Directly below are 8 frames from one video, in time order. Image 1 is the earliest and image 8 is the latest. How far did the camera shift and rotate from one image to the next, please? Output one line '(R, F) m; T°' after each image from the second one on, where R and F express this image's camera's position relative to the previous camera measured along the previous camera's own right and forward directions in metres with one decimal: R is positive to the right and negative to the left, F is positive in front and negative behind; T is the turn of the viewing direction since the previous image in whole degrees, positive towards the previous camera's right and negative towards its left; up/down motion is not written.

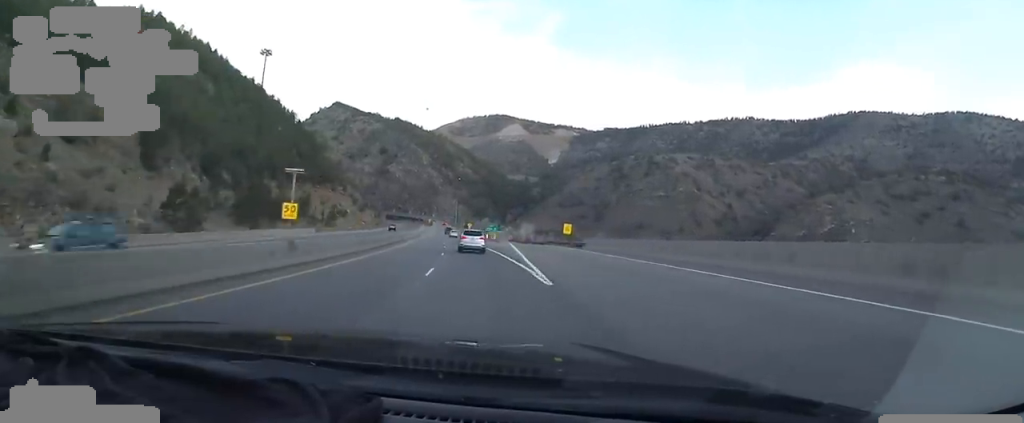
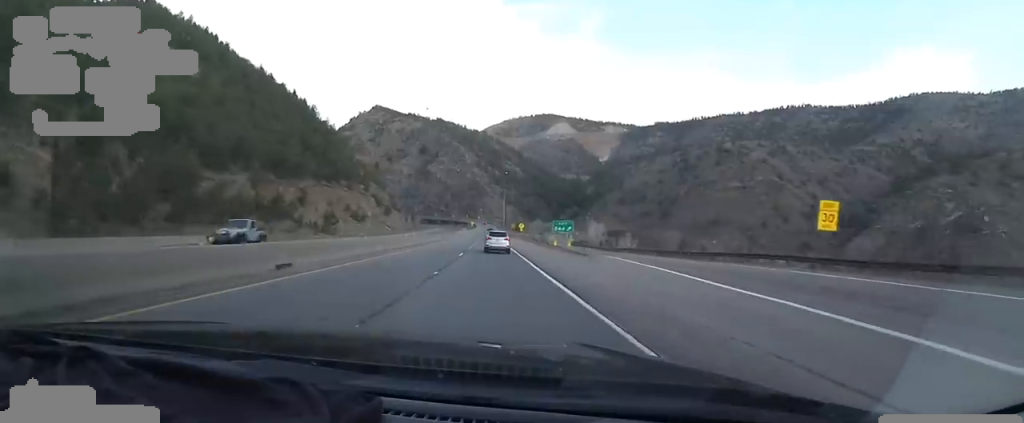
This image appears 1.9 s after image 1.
(-3.7, +49.3) m; -7°
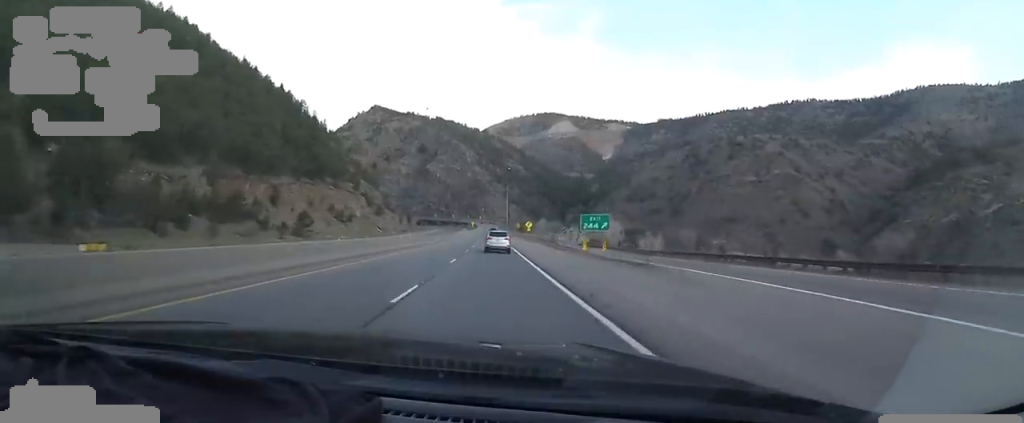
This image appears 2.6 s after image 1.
(-0.2, +19.2) m; -1°
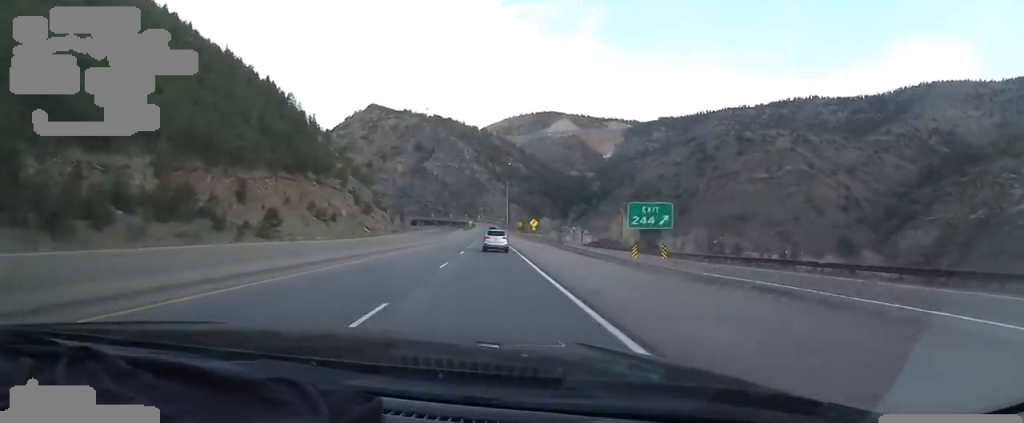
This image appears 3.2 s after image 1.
(-0.4, +15.7) m; 0°
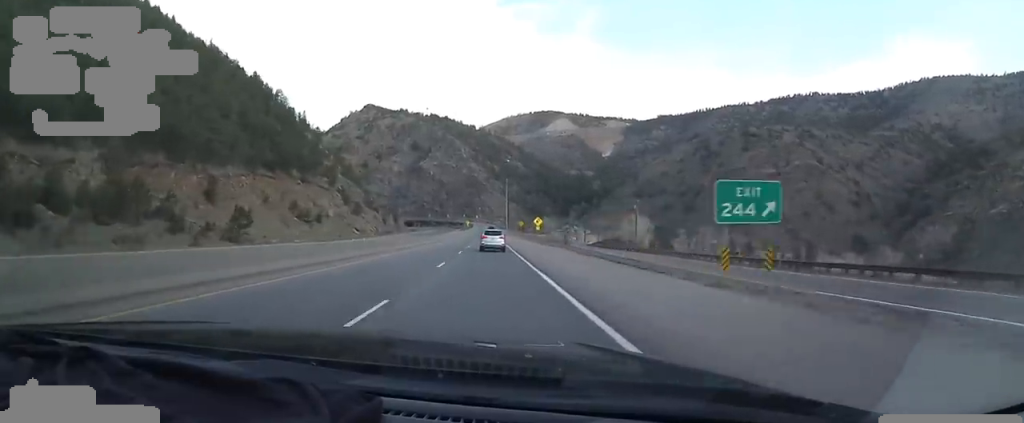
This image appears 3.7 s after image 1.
(+0.2, +11.4) m; 0°
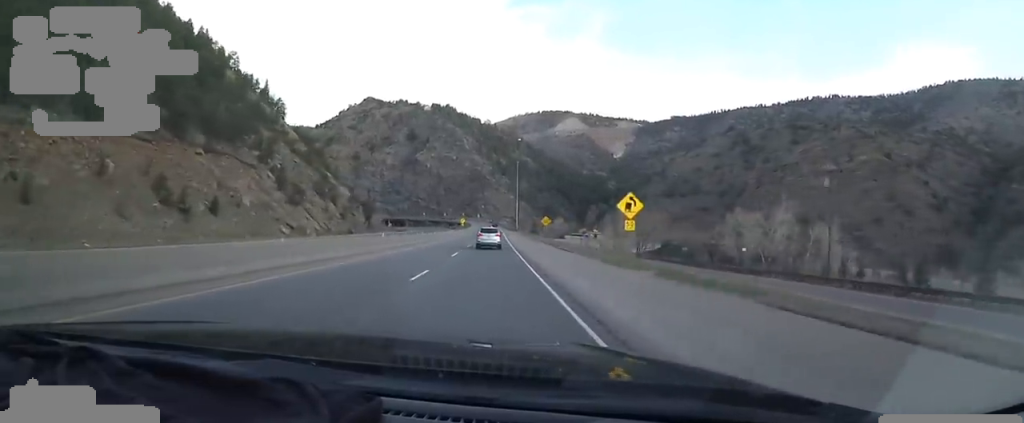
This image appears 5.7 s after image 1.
(0.0, +53.5) m; -1°
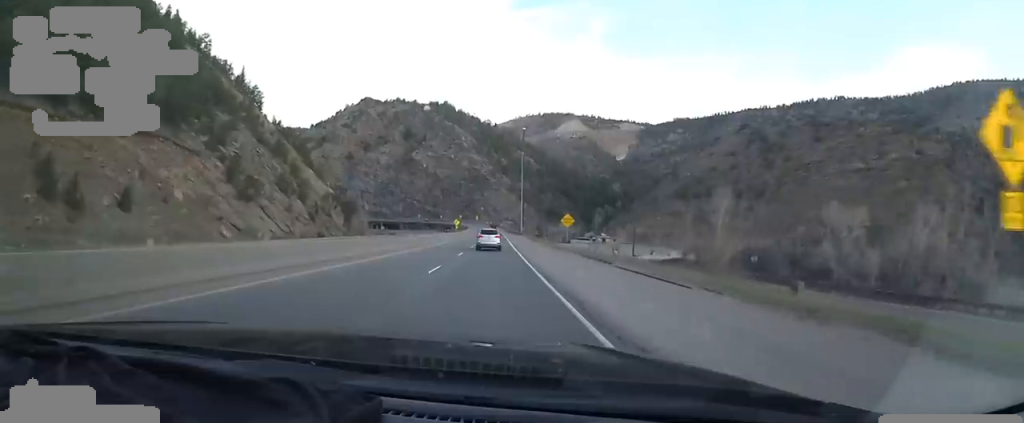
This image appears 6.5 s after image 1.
(+0.1, +22.0) m; -1°
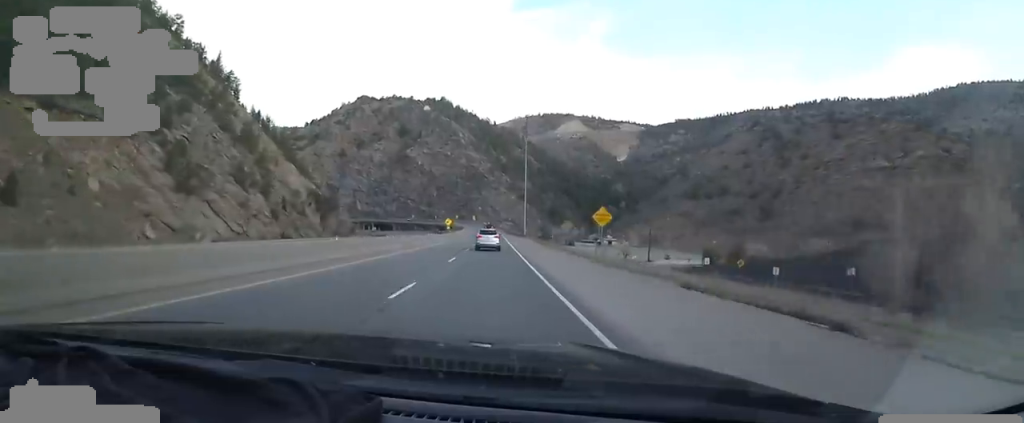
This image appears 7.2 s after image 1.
(-0.9, +17.7) m; 0°
